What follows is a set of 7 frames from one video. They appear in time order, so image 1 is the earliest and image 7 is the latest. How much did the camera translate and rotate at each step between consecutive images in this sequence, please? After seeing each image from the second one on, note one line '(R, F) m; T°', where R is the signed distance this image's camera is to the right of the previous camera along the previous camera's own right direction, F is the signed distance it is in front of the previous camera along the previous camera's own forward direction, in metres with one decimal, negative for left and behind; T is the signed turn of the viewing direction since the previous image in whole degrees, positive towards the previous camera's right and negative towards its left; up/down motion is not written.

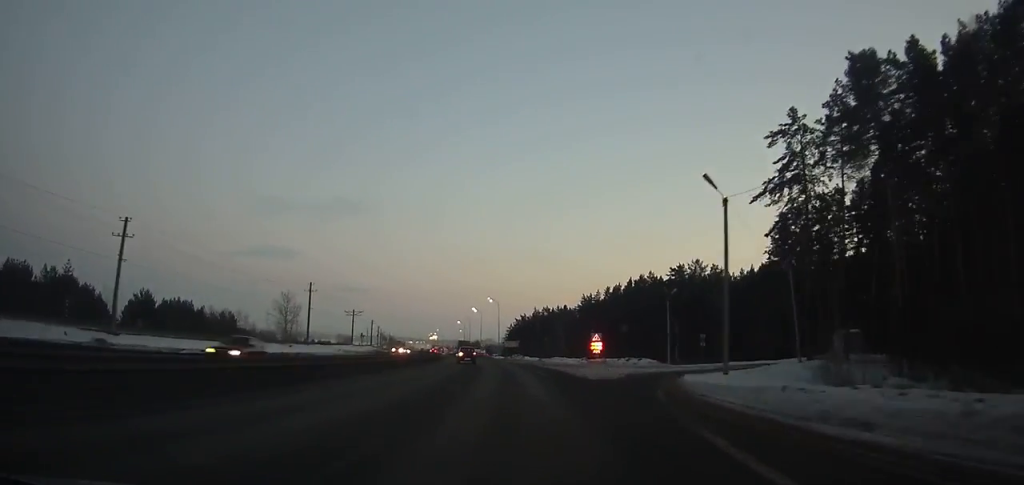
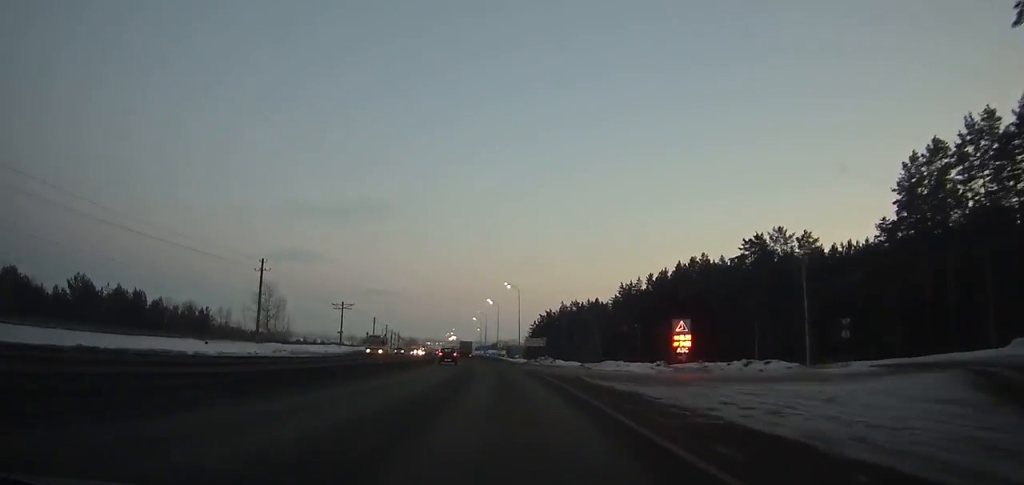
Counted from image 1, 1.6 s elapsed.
(-0.1, +28.1) m; -2°
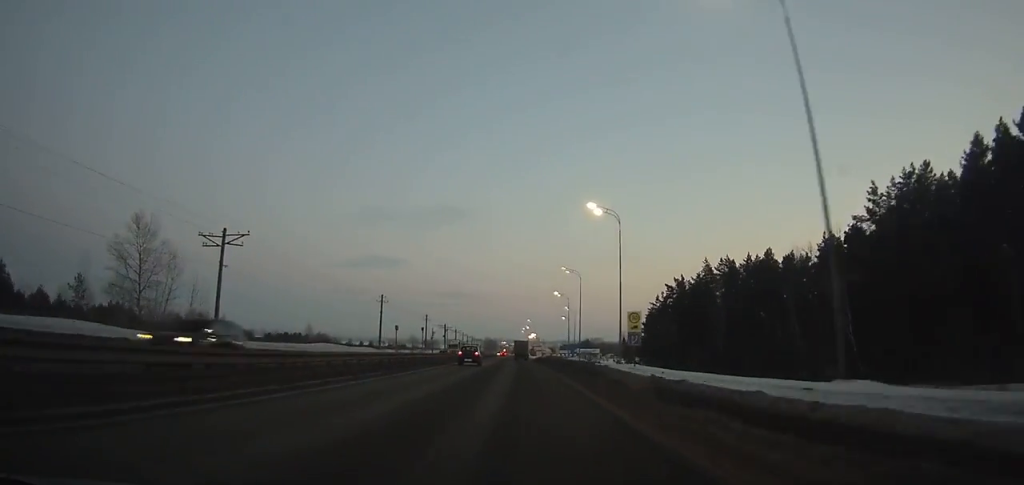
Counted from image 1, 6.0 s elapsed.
(-4.7, +76.2) m; -5°
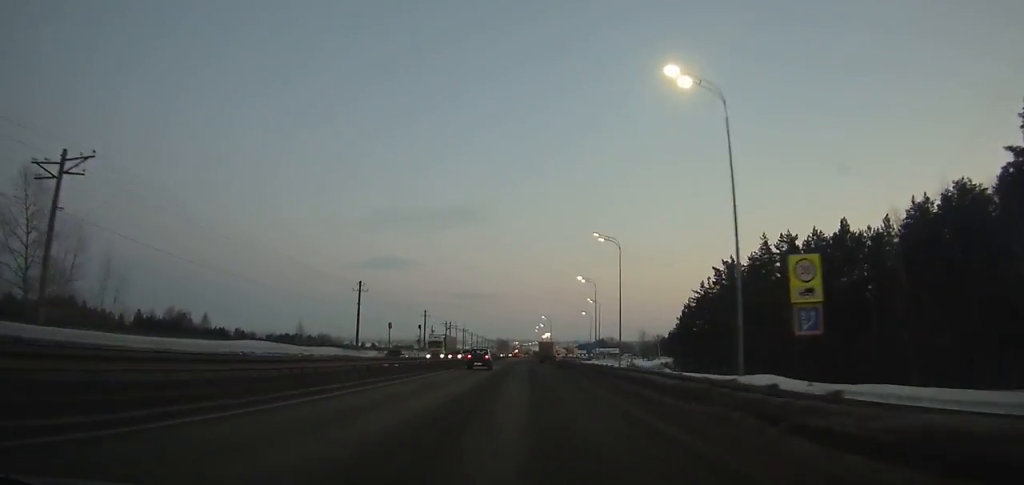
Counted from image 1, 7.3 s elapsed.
(-0.5, +22.4) m; 0°
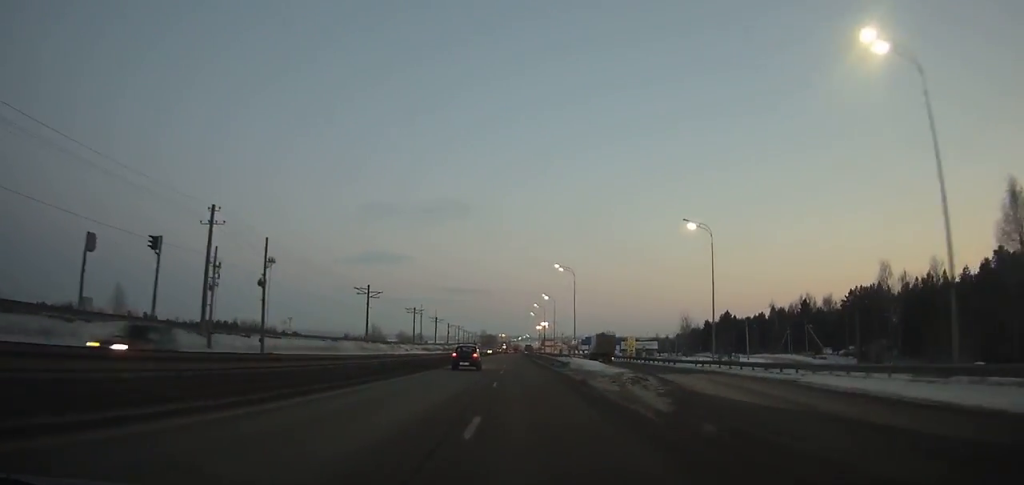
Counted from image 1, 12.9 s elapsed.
(+0.3, +94.5) m; 0°
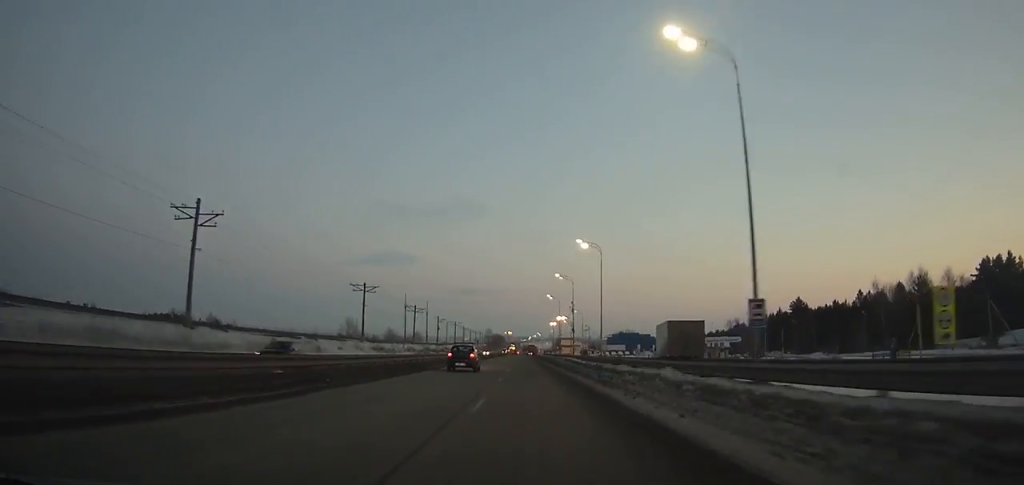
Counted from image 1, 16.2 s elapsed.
(-0.1, +52.9) m; 0°
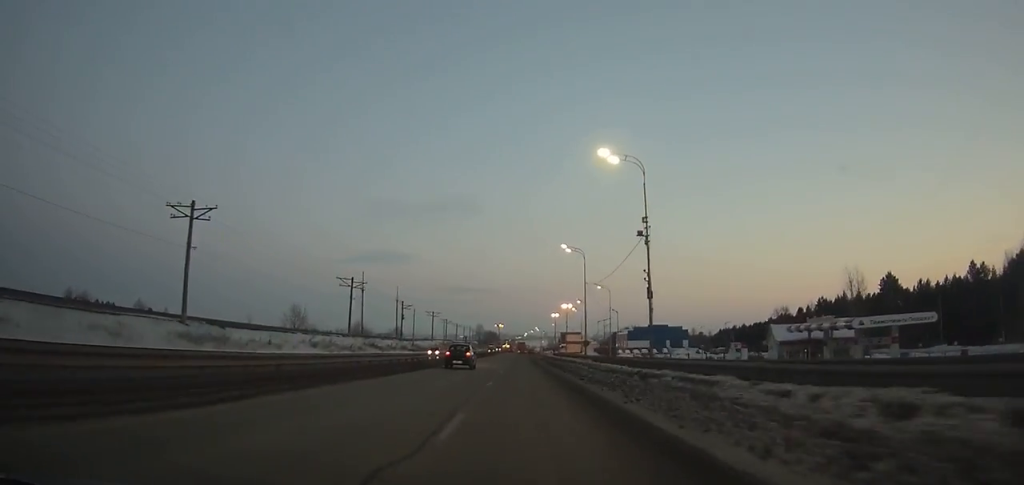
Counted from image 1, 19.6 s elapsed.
(0.0, +51.0) m; 0°
